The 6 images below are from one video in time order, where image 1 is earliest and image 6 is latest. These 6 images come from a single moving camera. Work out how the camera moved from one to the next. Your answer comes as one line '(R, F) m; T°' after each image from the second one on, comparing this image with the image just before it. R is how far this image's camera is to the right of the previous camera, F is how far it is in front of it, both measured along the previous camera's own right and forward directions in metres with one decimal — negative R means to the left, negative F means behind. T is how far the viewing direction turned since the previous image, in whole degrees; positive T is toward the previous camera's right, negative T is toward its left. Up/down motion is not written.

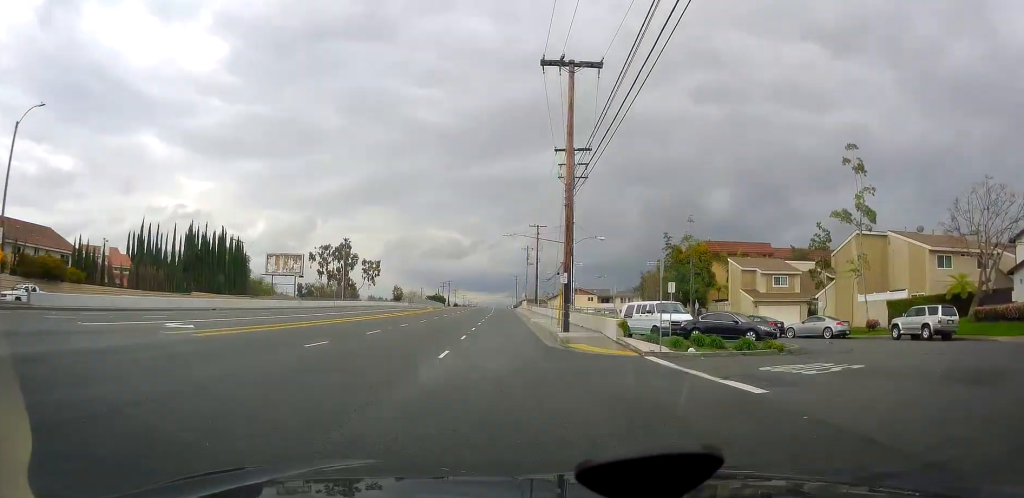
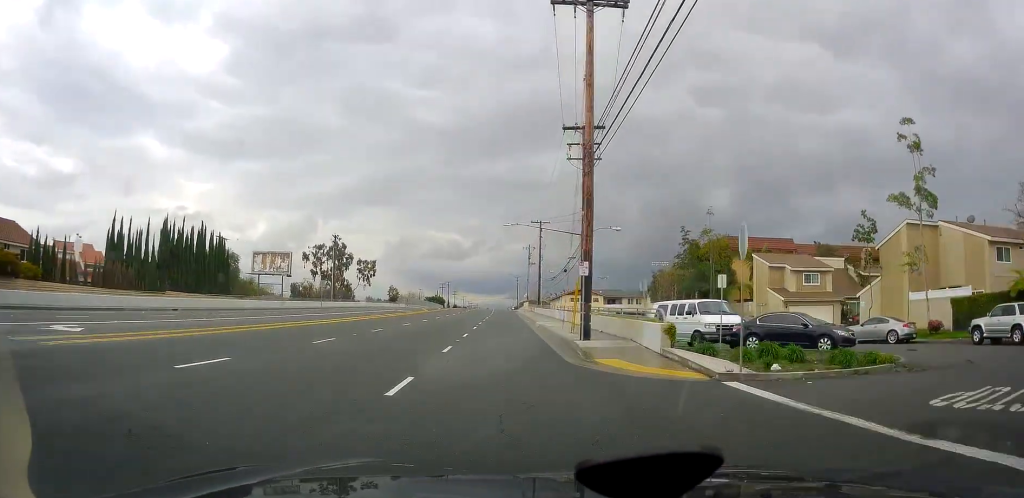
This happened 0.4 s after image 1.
(0.0, +6.7) m; +1°
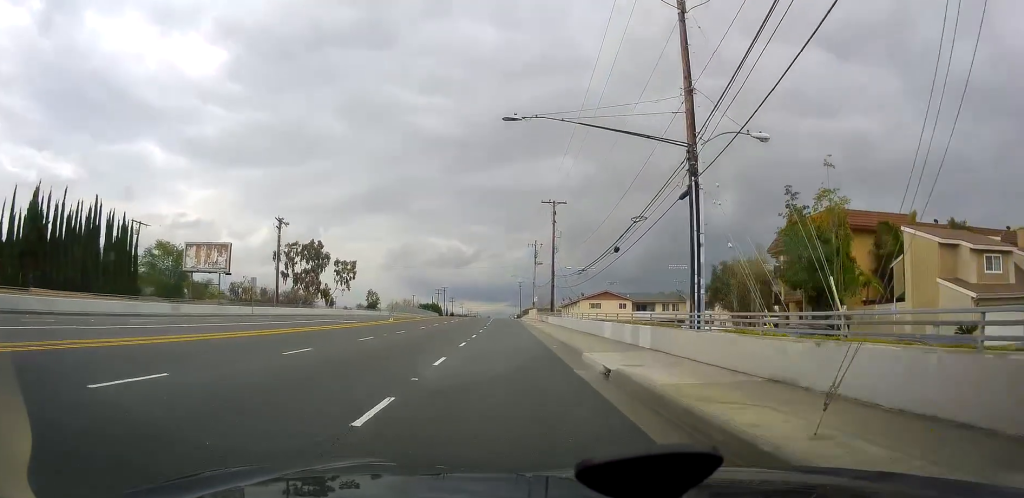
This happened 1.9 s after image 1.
(+0.6, +24.9) m; 0°
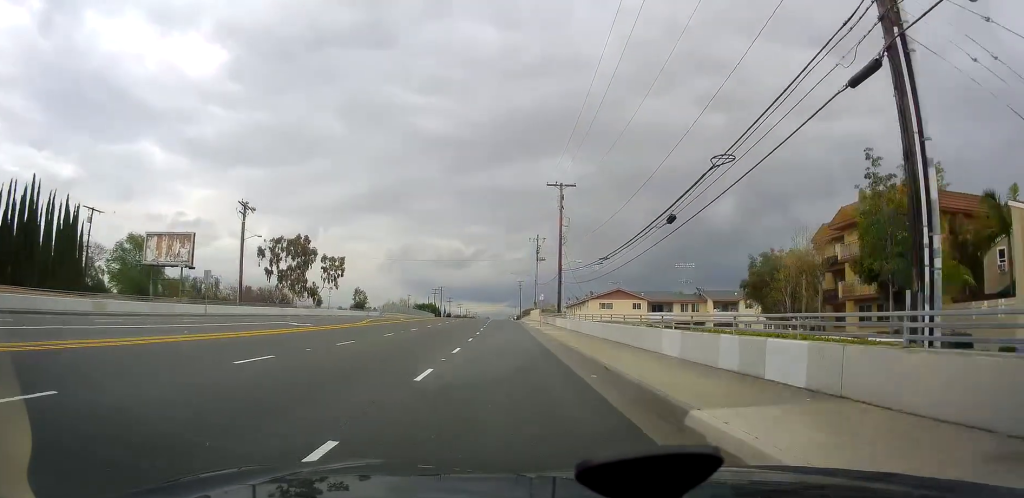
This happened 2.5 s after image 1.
(-0.3, +10.2) m; -1°
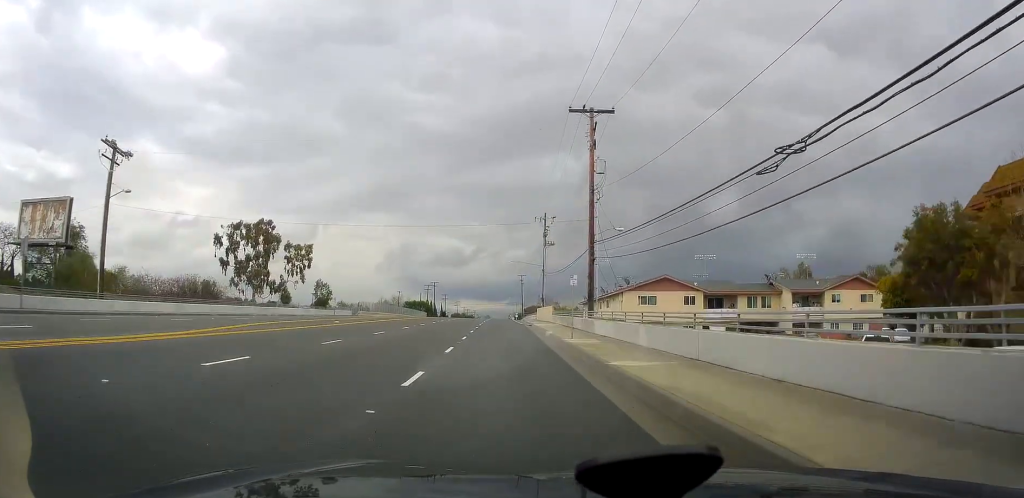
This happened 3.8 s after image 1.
(-0.3, +23.4) m; 0°
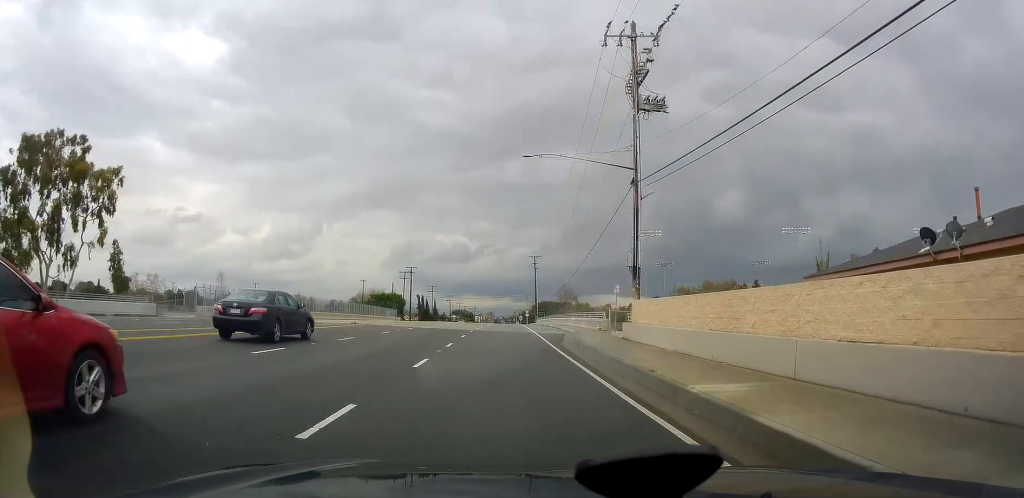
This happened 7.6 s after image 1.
(+1.0, +63.5) m; +2°
